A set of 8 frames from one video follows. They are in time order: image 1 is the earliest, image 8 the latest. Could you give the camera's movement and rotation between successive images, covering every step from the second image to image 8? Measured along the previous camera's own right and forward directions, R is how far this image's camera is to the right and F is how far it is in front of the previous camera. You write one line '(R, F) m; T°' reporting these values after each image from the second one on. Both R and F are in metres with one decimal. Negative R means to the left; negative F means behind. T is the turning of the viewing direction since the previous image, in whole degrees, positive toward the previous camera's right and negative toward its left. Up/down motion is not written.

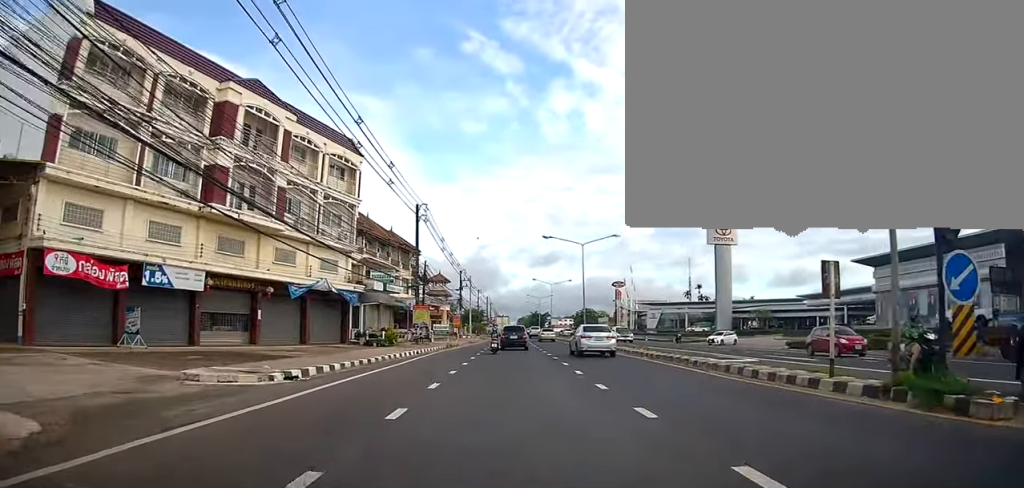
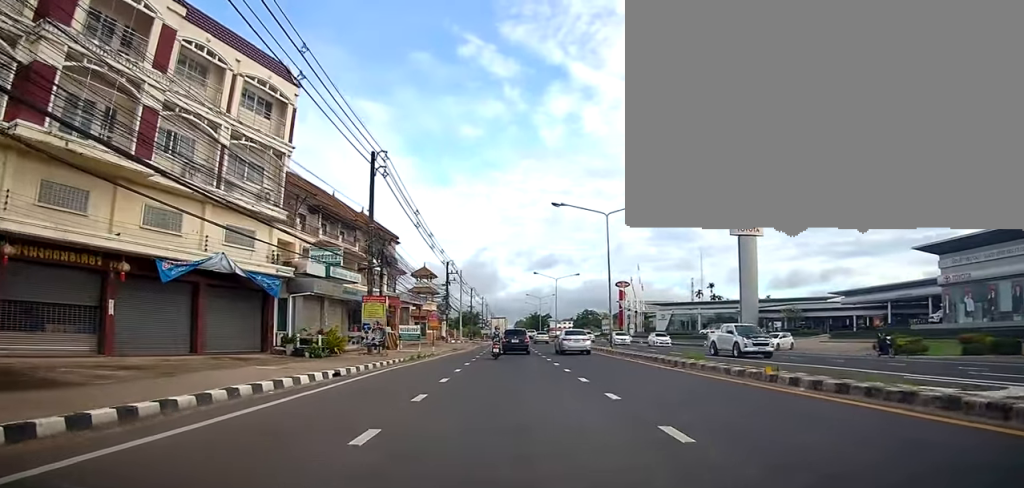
(0.0, +13.6) m; 0°
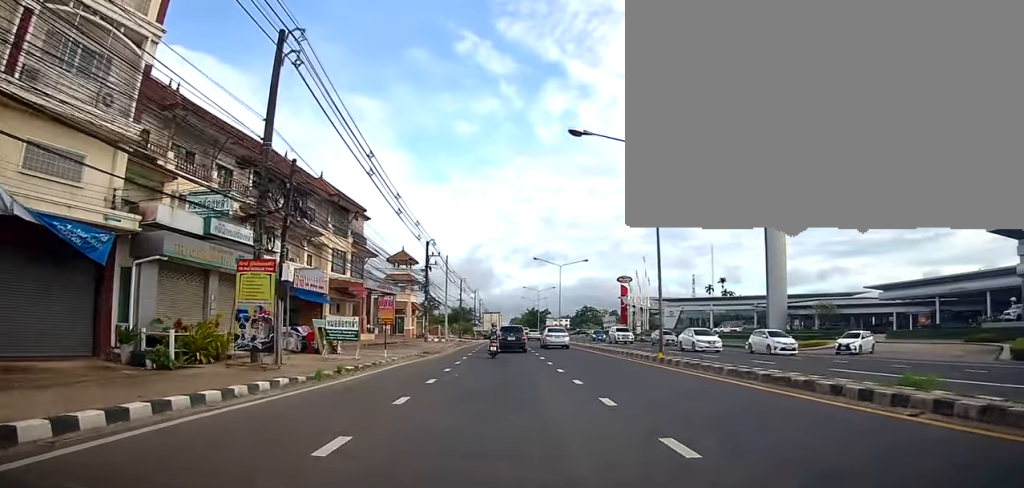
(0.0, +12.9) m; 0°
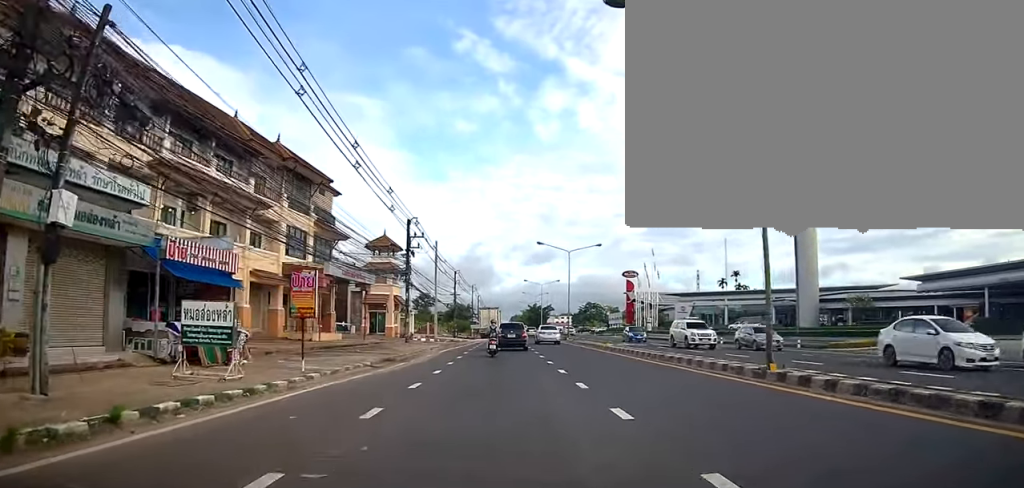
(0.0, +9.8) m; 0°
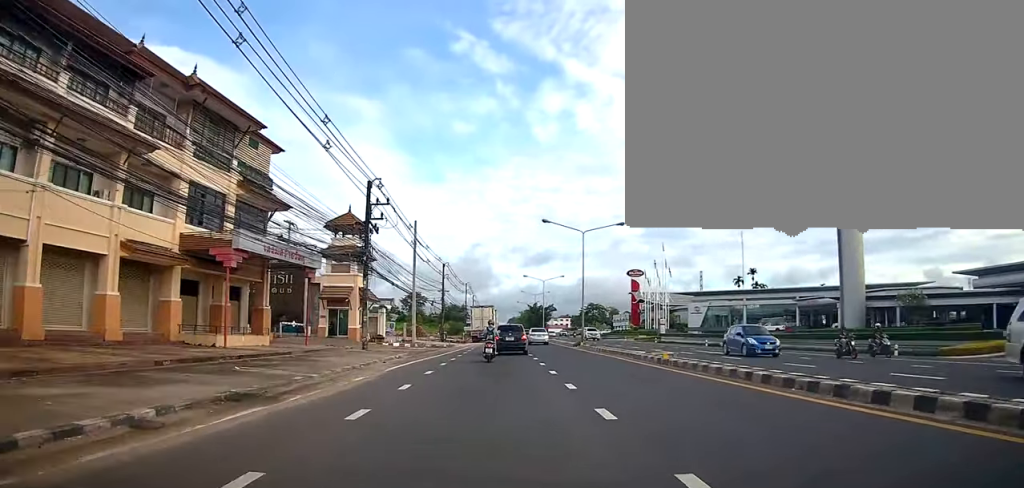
(0.0, +12.1) m; 0°
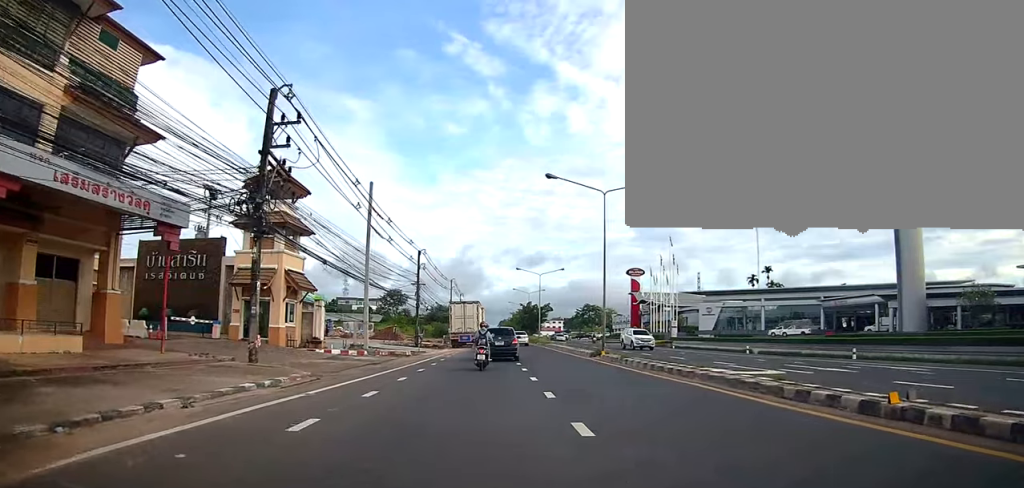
(0.0, +13.1) m; 0°
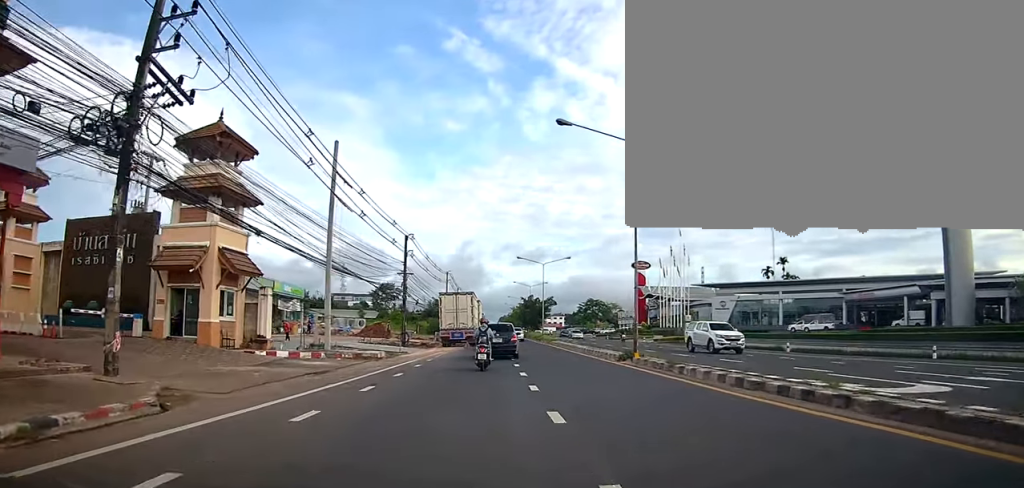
(0.0, +7.4) m; 0°
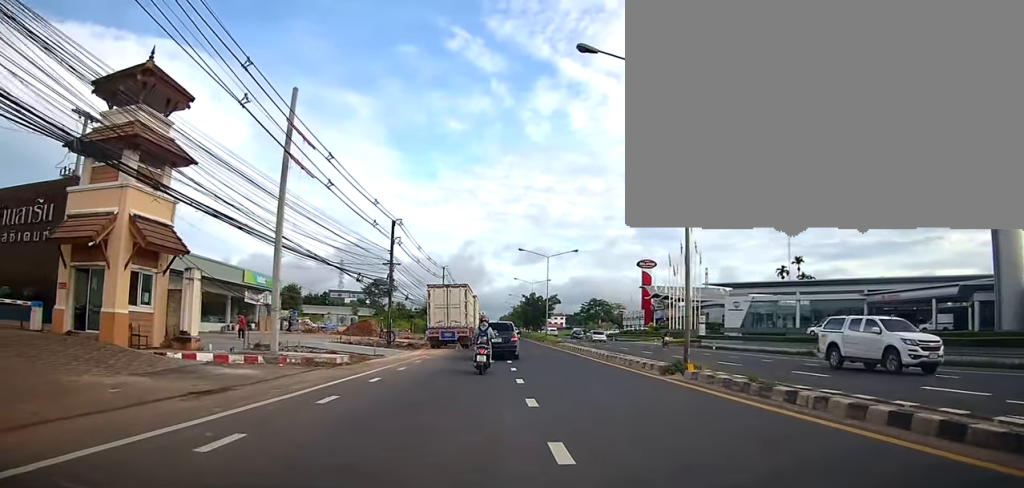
(0.0, +6.3) m; 0°
